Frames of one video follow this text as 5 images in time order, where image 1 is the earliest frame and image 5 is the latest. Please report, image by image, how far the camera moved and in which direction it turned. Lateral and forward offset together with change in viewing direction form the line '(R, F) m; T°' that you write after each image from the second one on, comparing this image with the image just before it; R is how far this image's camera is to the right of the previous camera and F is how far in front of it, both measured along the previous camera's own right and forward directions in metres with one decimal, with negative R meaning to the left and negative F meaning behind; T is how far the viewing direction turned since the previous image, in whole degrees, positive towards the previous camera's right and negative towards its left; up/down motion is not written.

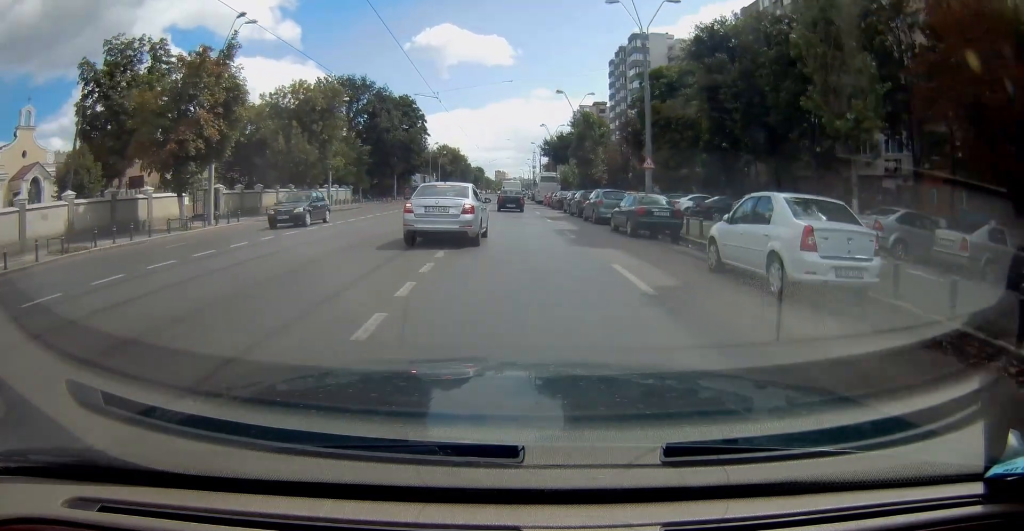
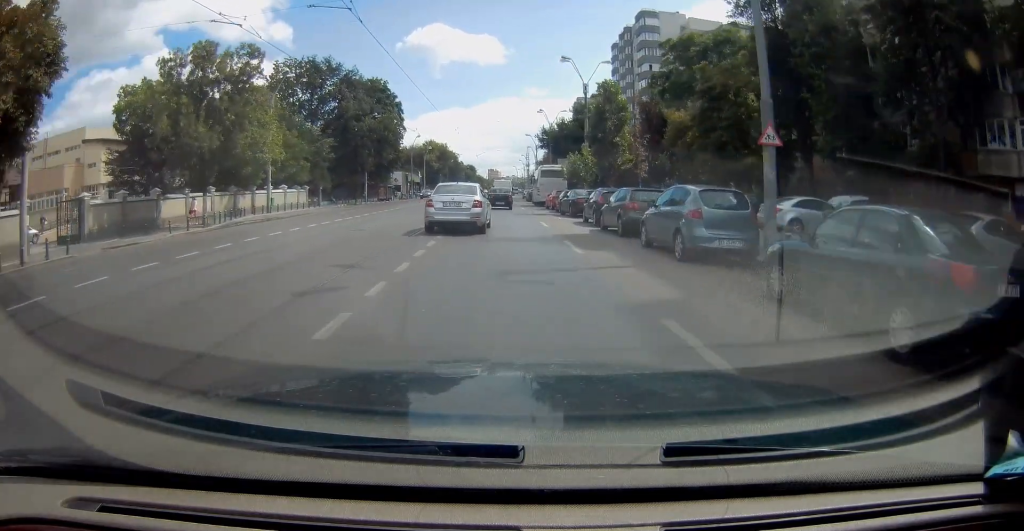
(+0.2, +14.4) m; +1°
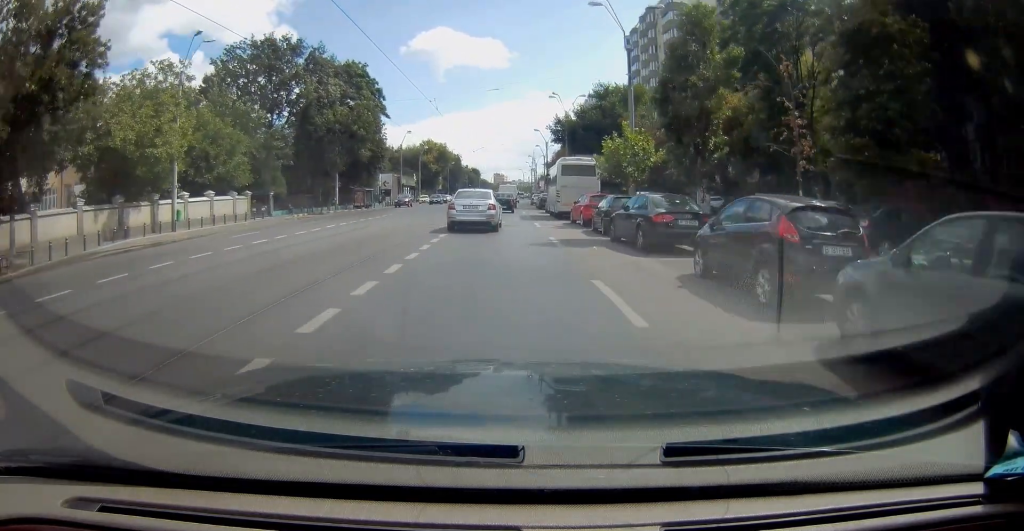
(+0.1, +15.4) m; -1°
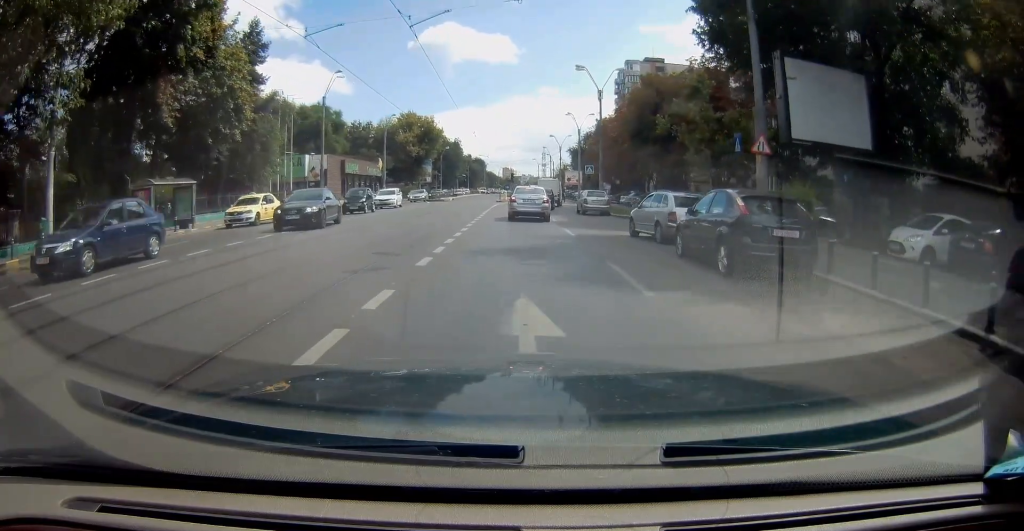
(-0.1, +43.5) m; 0°
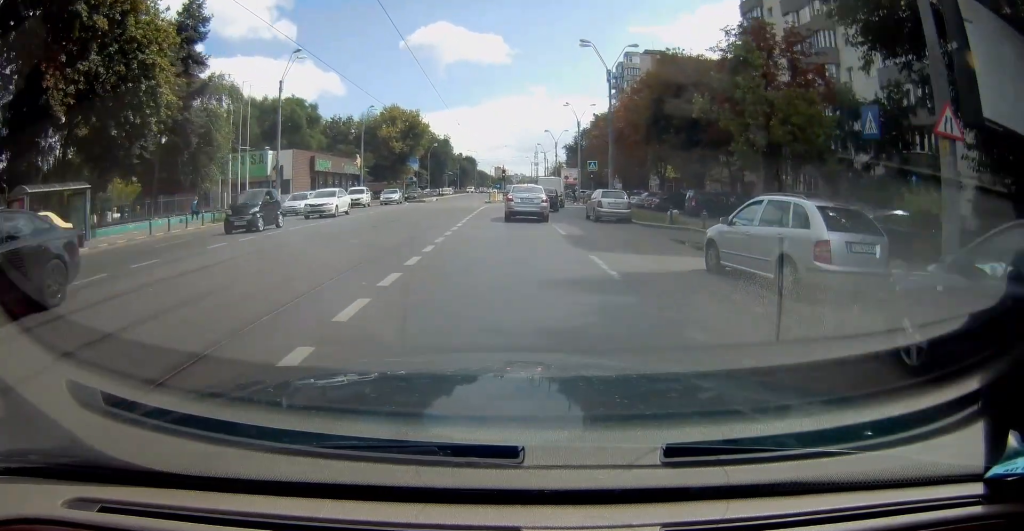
(-0.2, +8.0) m; -1°
